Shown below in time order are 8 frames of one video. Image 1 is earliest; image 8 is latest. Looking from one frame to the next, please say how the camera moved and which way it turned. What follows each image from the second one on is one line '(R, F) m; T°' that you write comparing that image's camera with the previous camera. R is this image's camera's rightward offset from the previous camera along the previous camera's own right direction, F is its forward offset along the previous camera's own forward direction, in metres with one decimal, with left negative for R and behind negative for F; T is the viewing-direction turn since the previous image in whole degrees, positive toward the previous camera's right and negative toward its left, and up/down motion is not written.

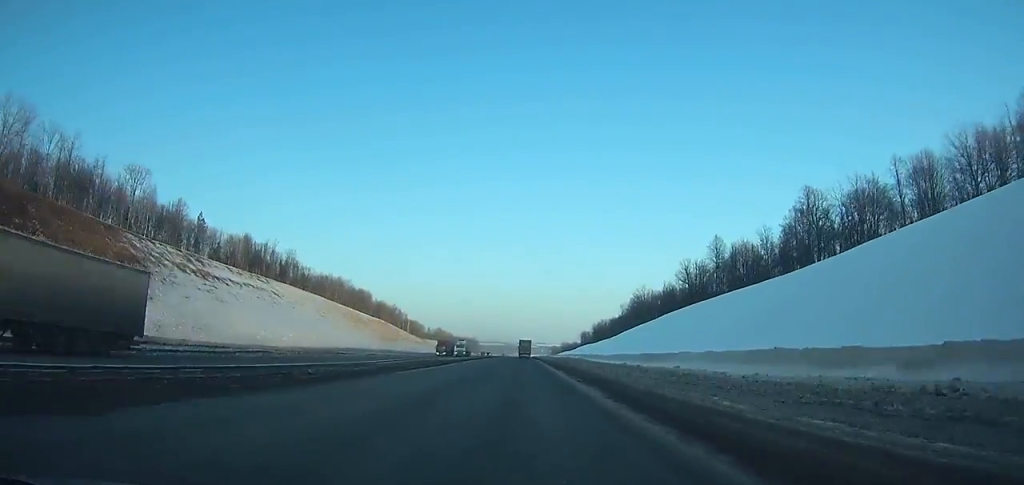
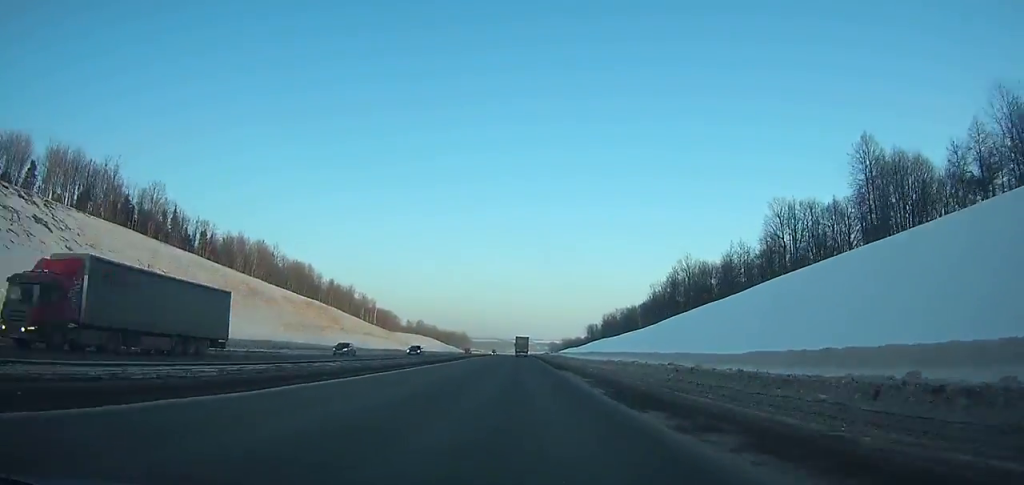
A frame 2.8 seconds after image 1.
(+0.2, +71.8) m; 0°
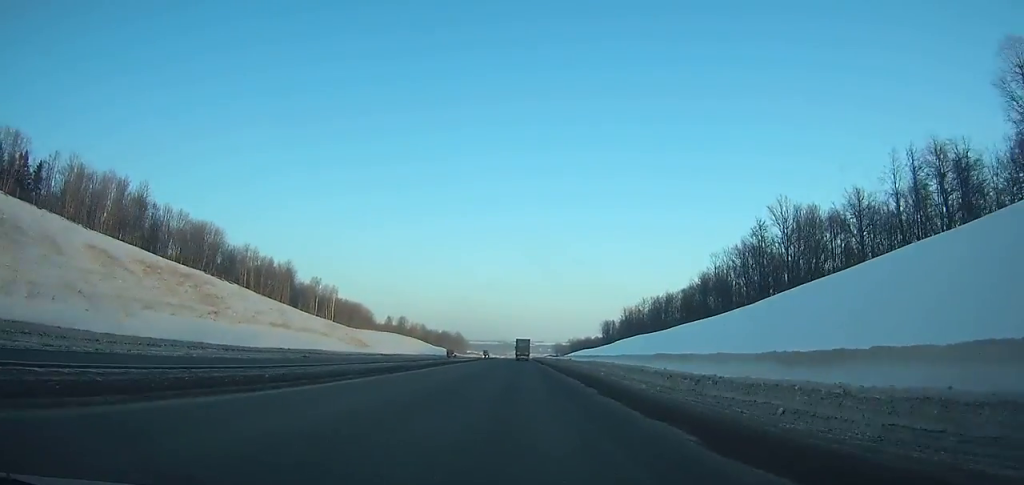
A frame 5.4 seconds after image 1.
(+0.1, +66.0) m; 0°
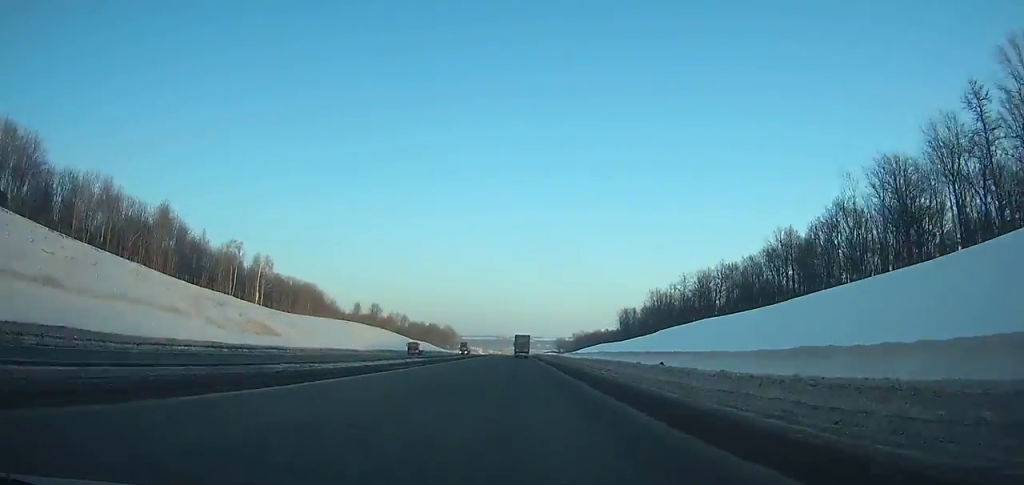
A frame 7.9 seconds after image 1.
(0.0, +62.9) m; 0°
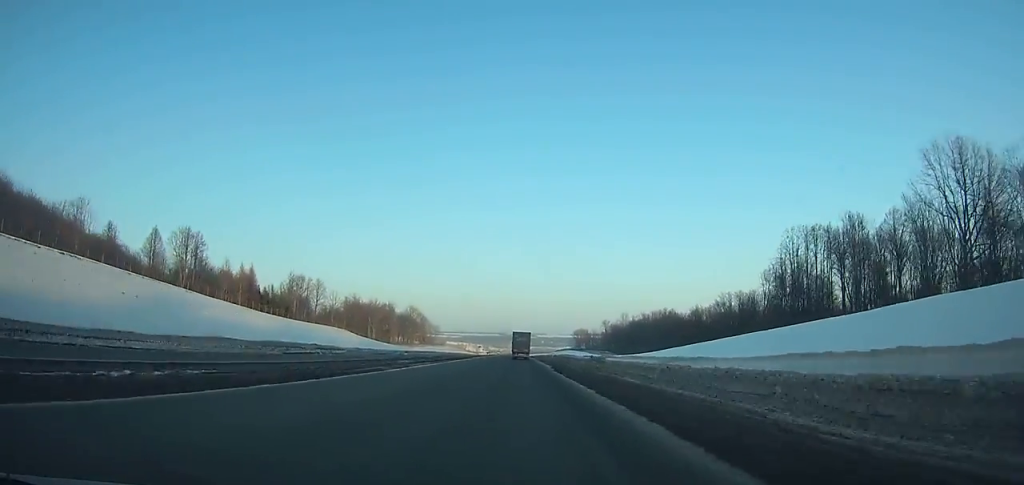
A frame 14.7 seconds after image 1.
(-0.4, +168.5) m; 0°
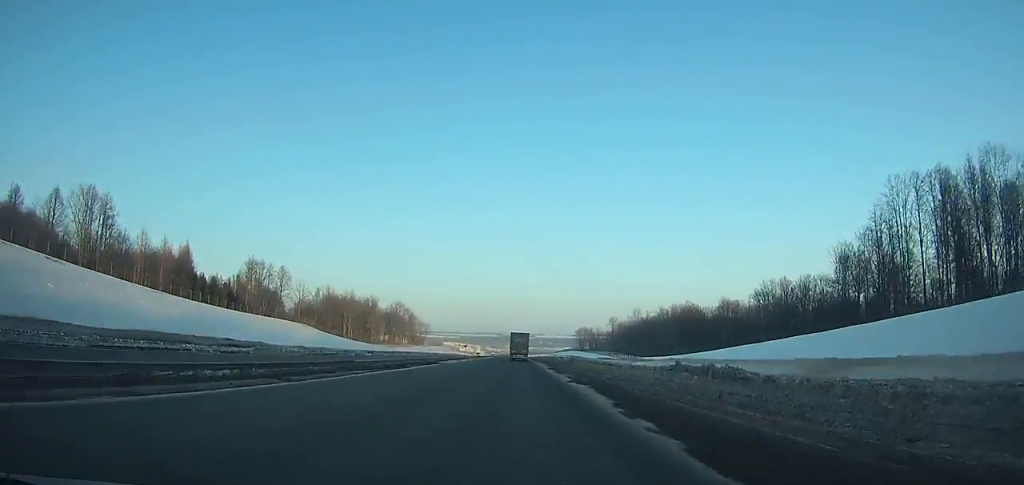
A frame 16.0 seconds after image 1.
(0.0, +32.0) m; 0°
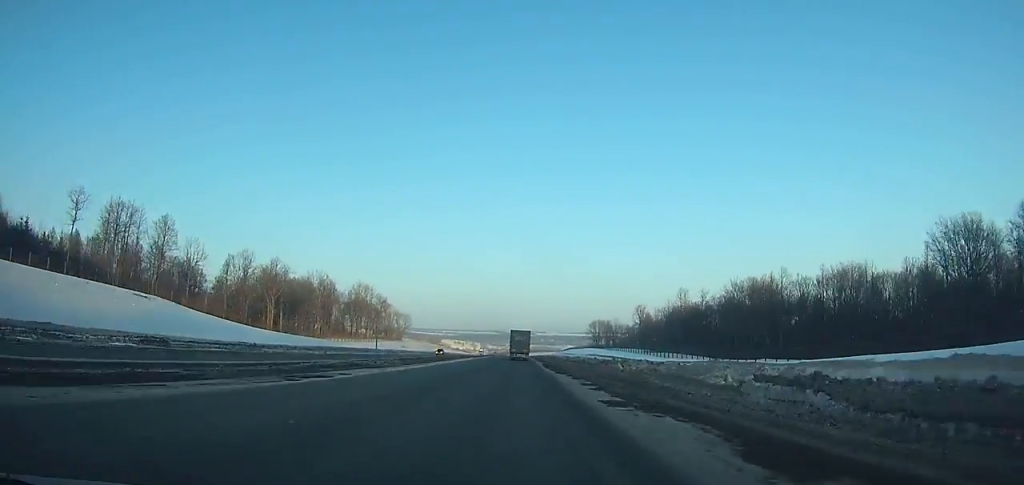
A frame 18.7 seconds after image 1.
(+0.1, +66.1) m; 0°
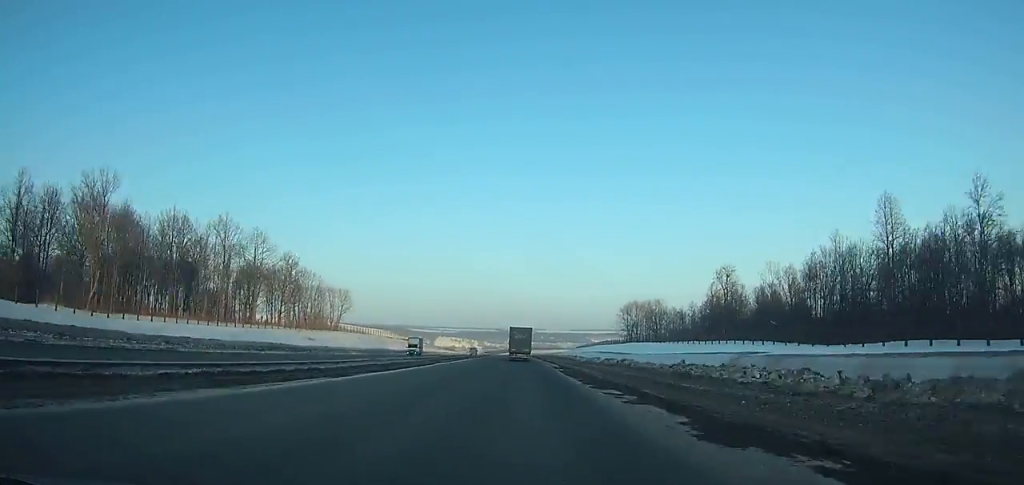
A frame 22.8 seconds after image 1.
(-0.2, +100.9) m; 0°
